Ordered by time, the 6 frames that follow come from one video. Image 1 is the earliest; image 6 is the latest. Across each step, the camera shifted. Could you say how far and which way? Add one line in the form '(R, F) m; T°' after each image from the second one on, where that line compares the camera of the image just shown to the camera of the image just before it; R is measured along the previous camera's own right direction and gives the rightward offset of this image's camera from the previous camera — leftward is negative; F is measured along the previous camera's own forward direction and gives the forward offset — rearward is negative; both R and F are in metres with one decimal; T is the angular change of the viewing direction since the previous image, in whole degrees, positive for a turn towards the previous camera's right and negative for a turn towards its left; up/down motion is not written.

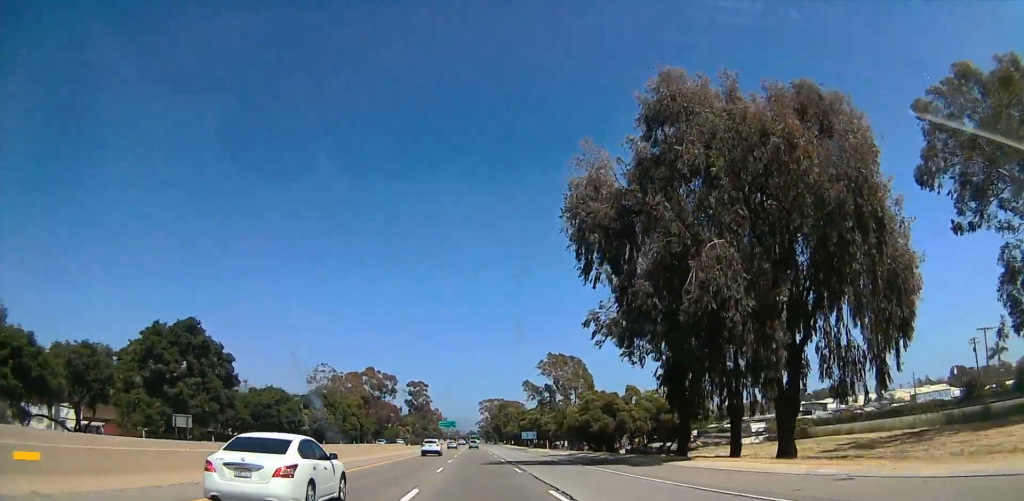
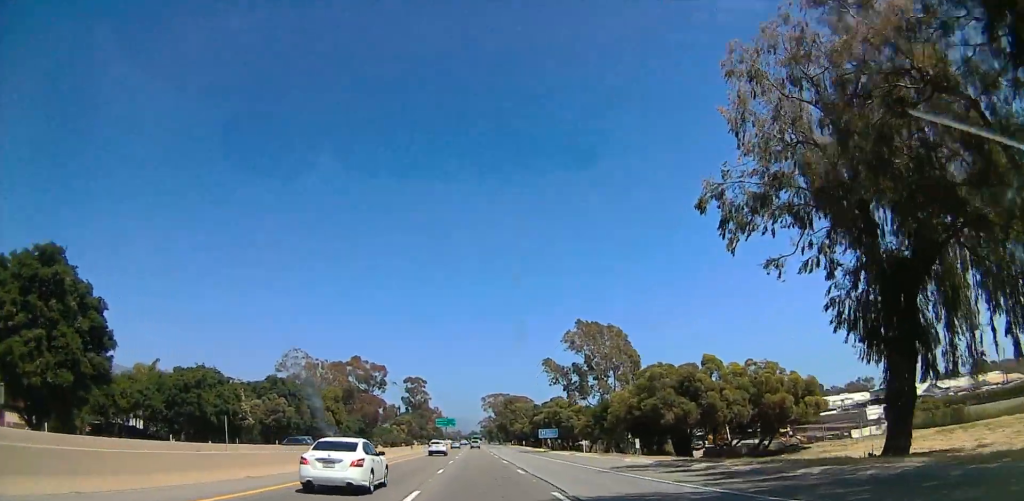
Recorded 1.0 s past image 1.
(0.0, +28.8) m; +2°
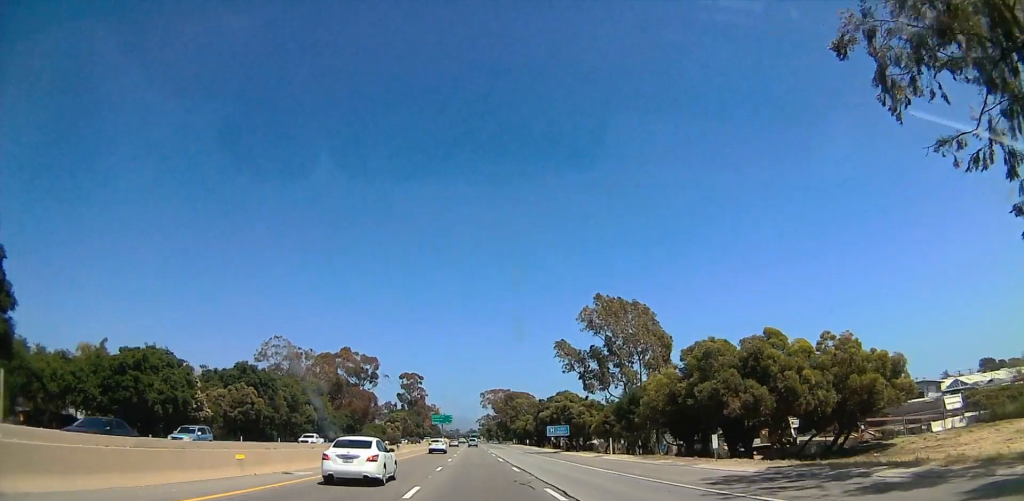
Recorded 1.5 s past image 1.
(+1.2, +12.8) m; +1°
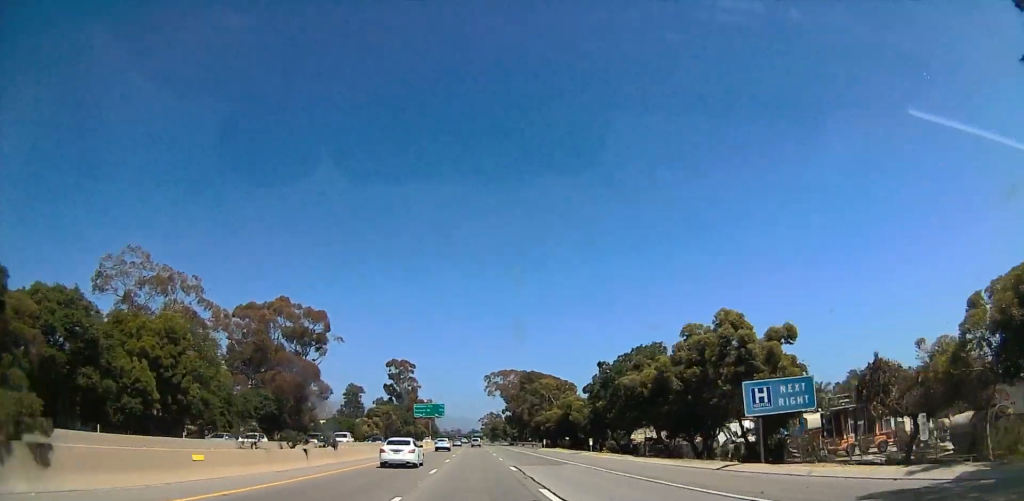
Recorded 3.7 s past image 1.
(-4.1, +55.8) m; -3°
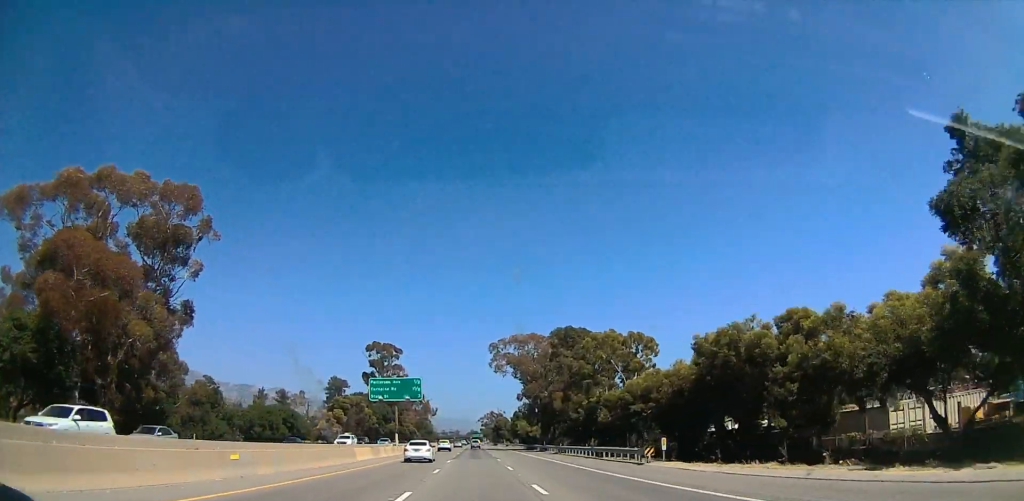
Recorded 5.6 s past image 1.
(+1.3, +47.5) m; +2°
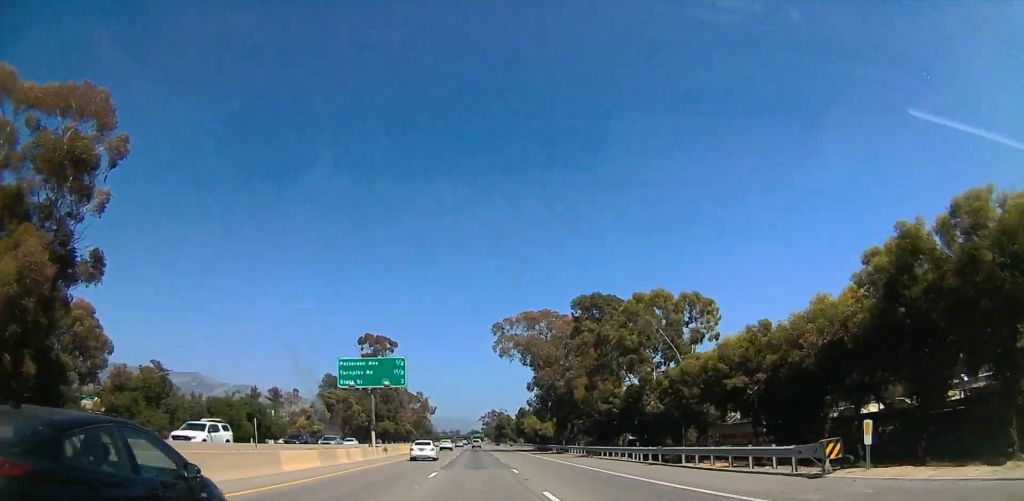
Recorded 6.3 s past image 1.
(0.0, +17.7) m; 0°
